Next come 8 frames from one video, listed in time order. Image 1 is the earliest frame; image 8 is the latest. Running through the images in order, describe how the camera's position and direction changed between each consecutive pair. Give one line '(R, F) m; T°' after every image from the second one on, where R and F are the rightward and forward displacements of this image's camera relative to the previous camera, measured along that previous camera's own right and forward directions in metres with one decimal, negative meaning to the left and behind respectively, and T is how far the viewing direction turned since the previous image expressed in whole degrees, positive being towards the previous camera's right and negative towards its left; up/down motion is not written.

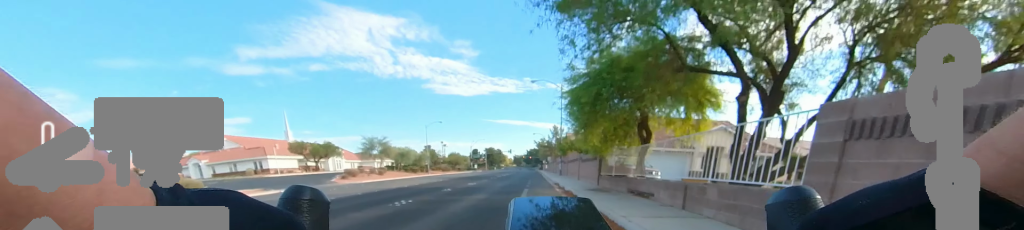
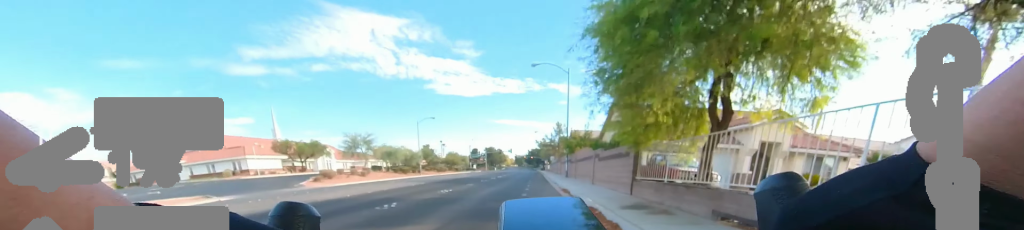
(0.0, +5.3) m; 0°
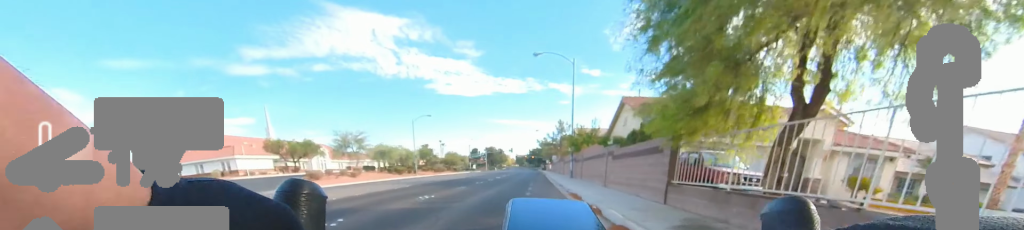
(0.0, +2.5) m; 0°
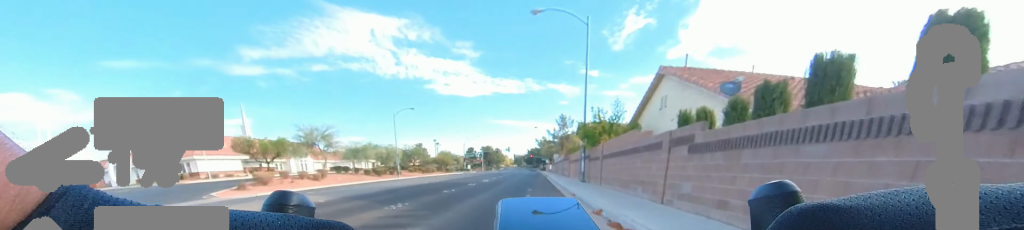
(0.0, +6.8) m; 0°
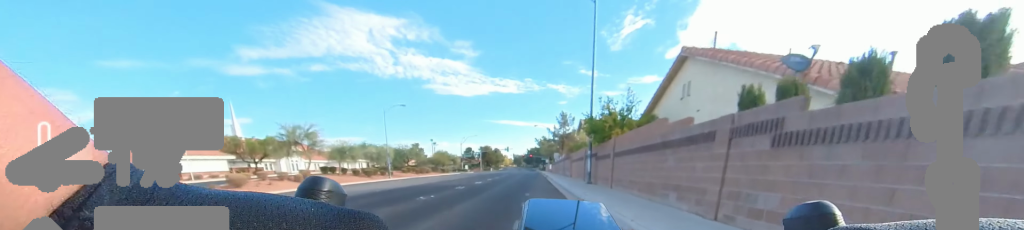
(0.0, +2.6) m; 0°
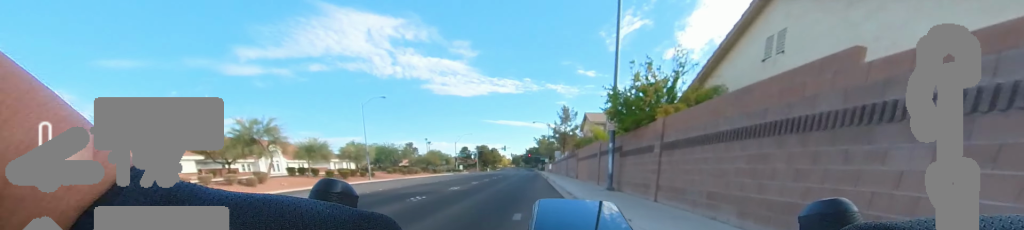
(0.0, +5.3) m; 0°
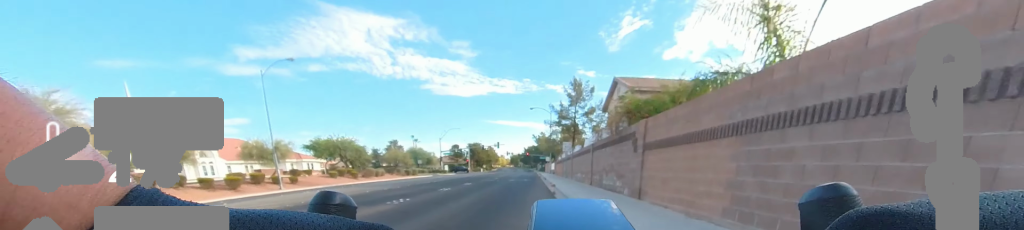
(0.0, +14.1) m; 0°
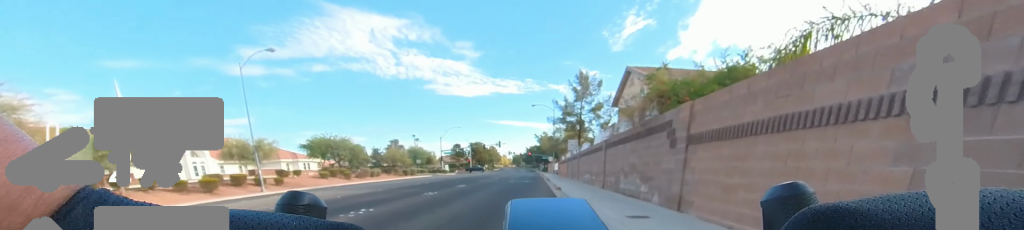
(0.0, +2.2) m; 0°
